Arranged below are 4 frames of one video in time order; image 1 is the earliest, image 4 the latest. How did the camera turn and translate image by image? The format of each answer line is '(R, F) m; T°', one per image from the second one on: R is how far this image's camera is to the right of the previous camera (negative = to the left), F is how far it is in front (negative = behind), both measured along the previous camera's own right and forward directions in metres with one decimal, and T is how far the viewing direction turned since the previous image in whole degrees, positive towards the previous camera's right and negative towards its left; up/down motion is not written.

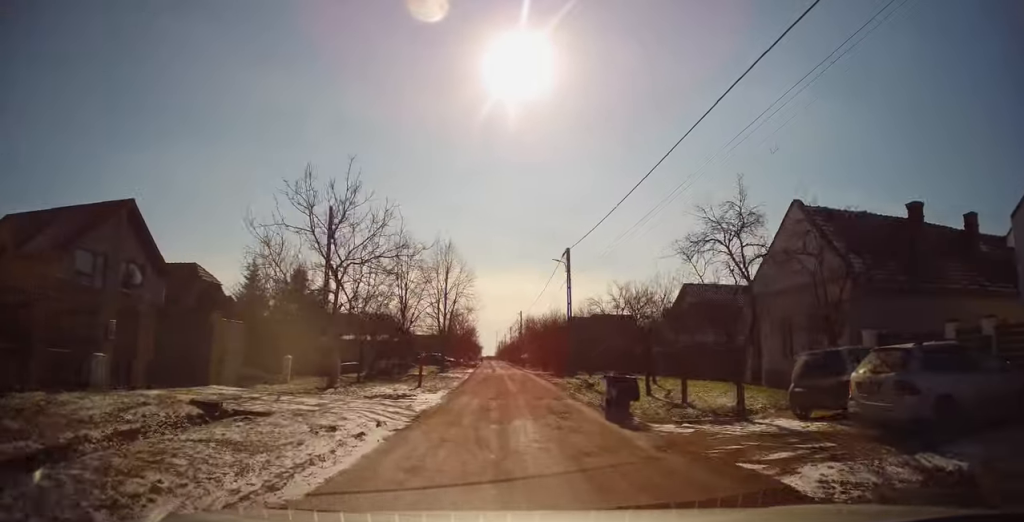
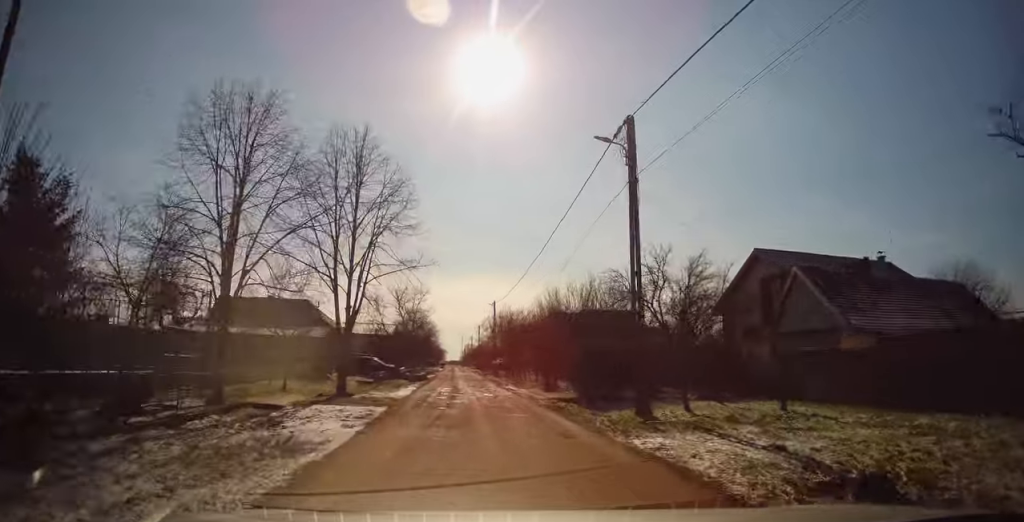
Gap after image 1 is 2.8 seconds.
(-0.4, +19.4) m; +3°
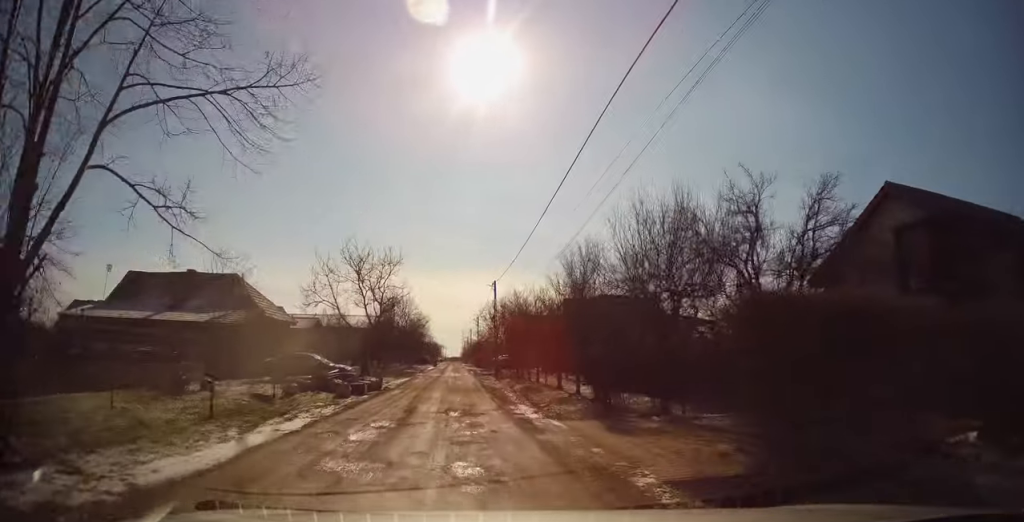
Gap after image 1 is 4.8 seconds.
(+1.0, +12.8) m; -2°
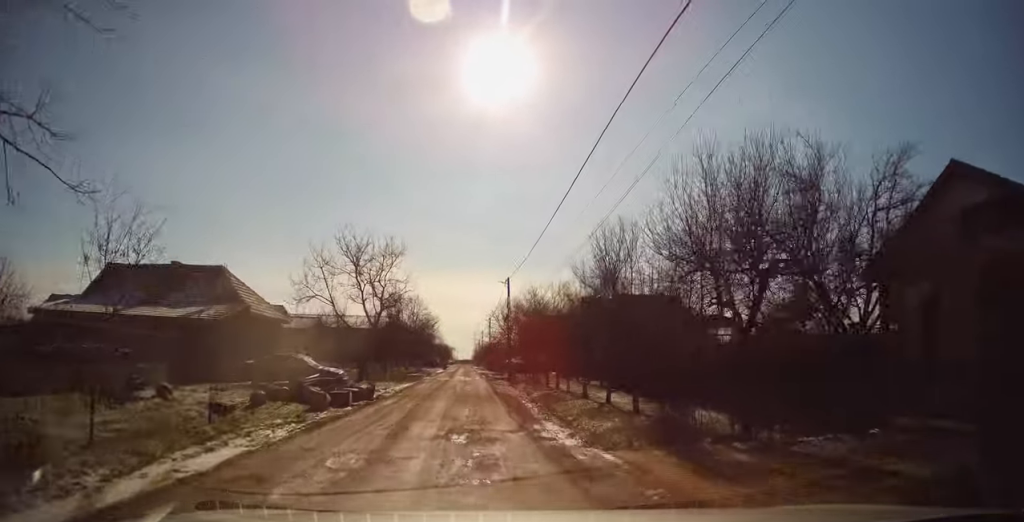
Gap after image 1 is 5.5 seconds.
(-0.3, +3.7) m; -3°
